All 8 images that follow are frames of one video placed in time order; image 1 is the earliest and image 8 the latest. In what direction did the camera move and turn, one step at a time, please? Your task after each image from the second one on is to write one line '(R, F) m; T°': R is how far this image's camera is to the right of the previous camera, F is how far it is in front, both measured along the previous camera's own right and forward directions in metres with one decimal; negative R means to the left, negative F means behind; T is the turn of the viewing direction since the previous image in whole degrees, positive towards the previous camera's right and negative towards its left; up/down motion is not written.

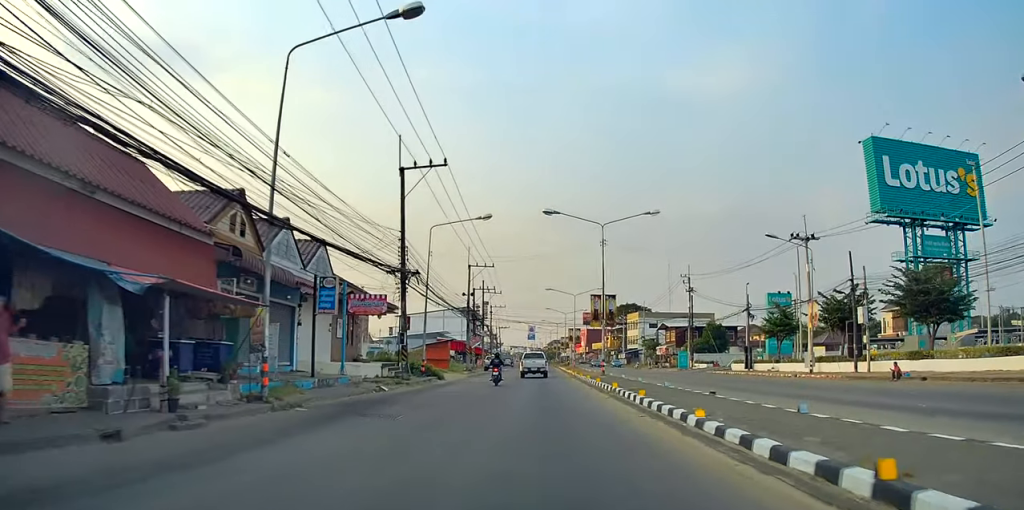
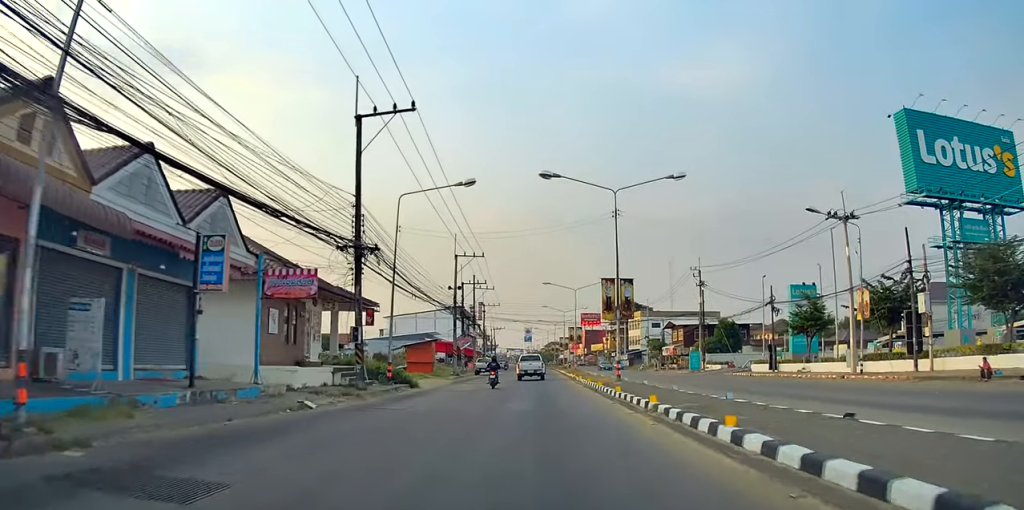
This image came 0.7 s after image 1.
(0.0, +7.6) m; 0°
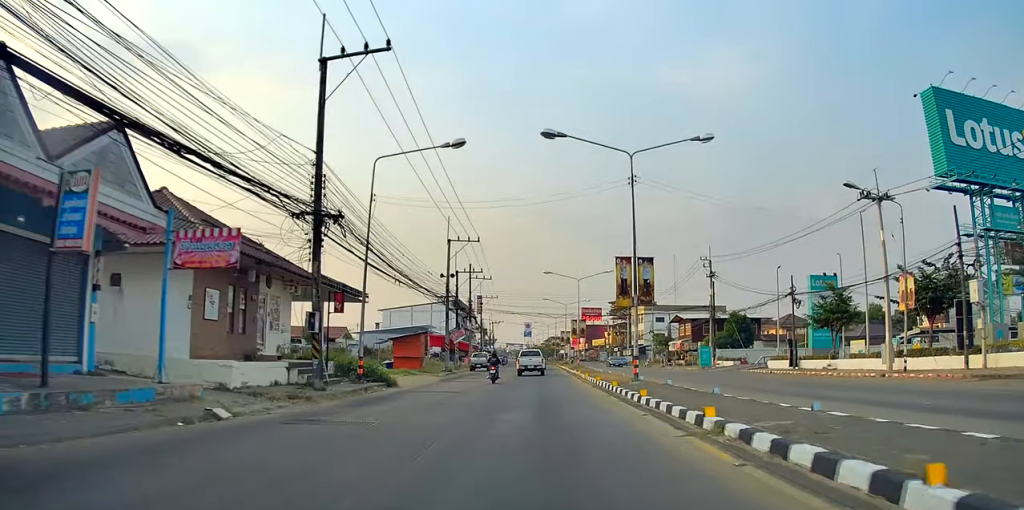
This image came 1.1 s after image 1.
(0.0, +4.9) m; +2°
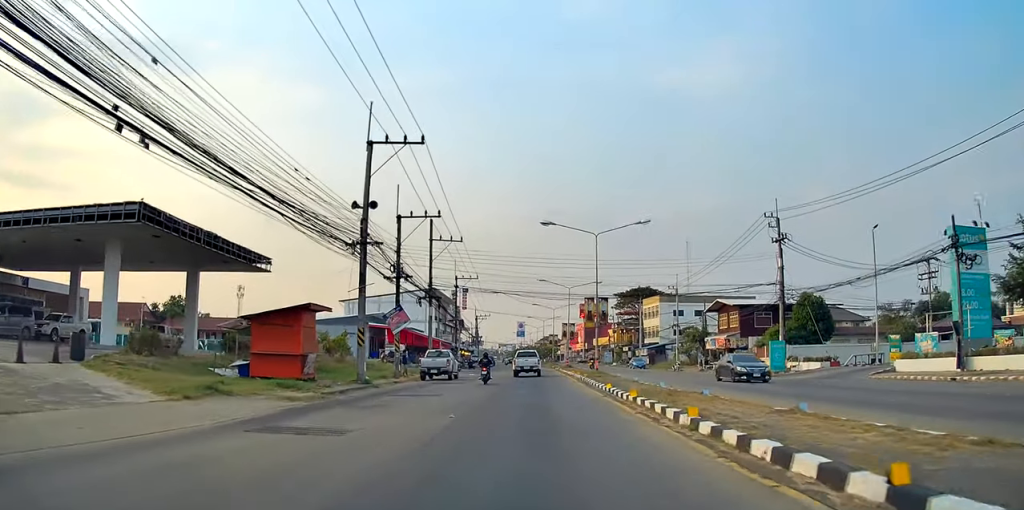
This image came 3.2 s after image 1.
(+0.6, +23.4) m; -1°
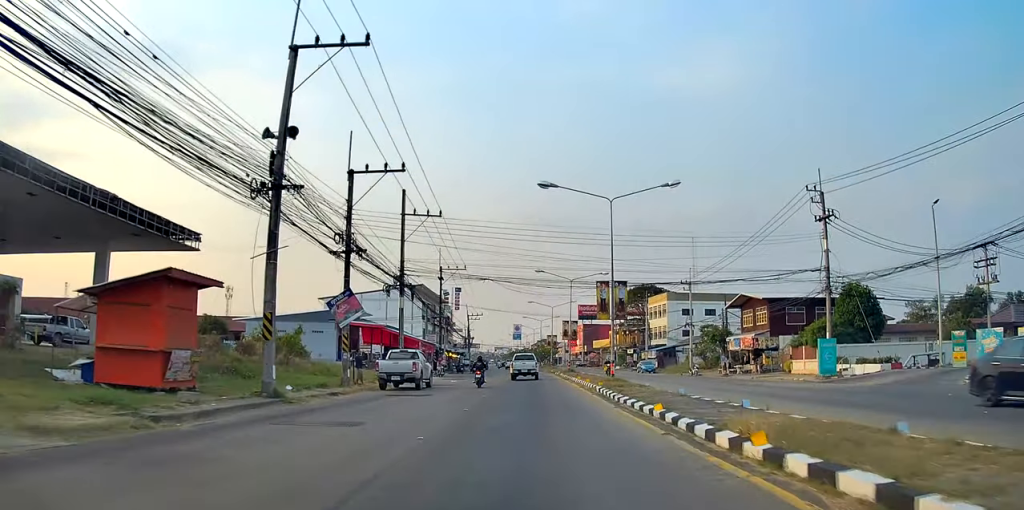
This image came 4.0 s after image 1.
(-0.3, +9.5) m; -2°
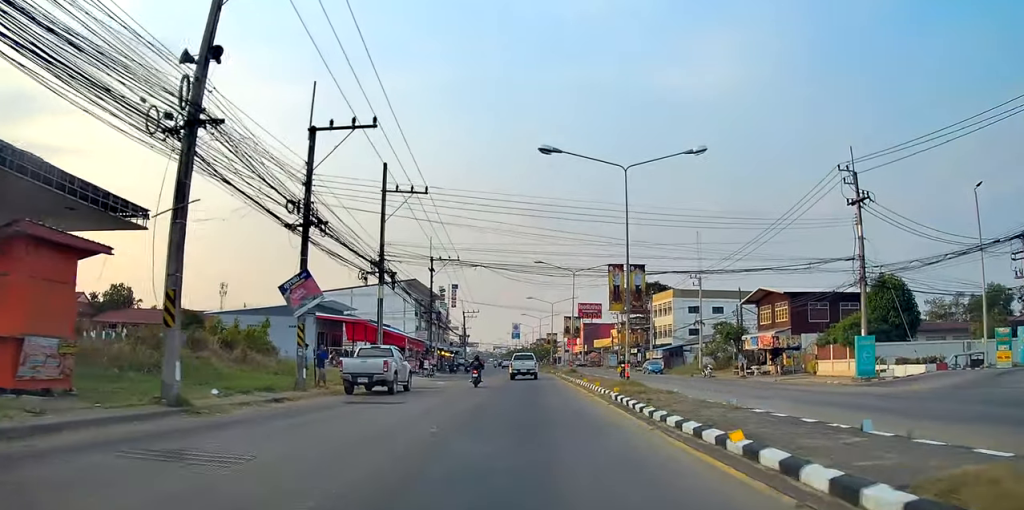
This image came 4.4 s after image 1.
(0.0, +5.2) m; 0°
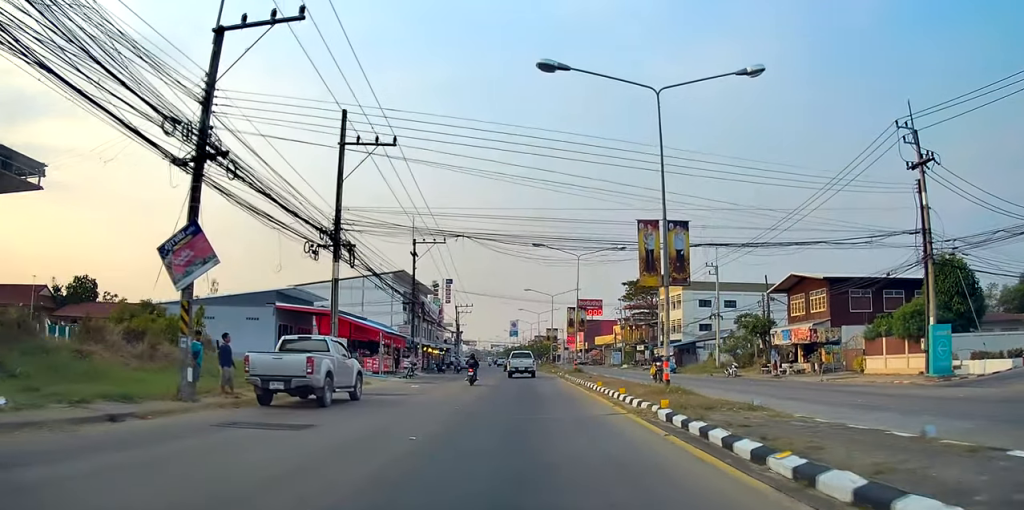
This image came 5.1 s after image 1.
(0.0, +7.8) m; 0°
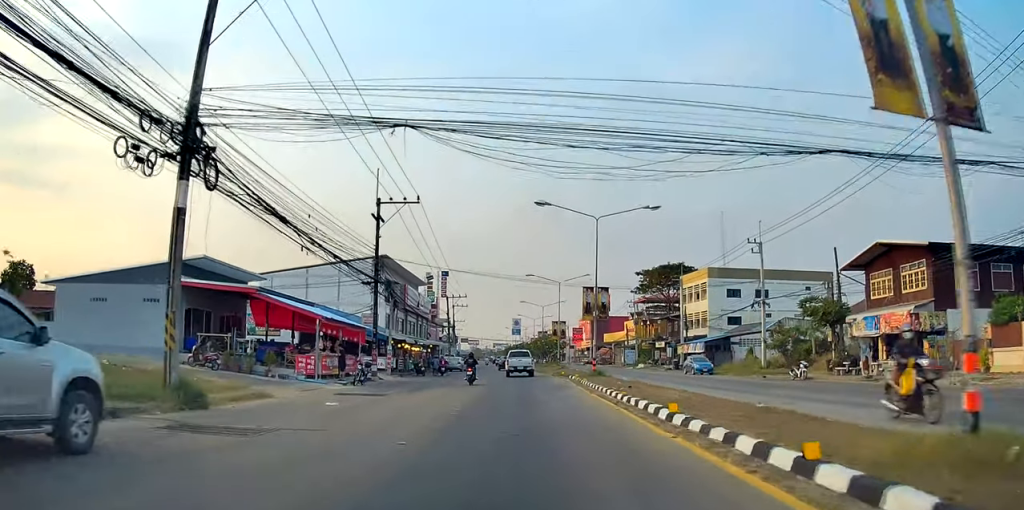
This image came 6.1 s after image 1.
(0.0, +12.4) m; +2°
